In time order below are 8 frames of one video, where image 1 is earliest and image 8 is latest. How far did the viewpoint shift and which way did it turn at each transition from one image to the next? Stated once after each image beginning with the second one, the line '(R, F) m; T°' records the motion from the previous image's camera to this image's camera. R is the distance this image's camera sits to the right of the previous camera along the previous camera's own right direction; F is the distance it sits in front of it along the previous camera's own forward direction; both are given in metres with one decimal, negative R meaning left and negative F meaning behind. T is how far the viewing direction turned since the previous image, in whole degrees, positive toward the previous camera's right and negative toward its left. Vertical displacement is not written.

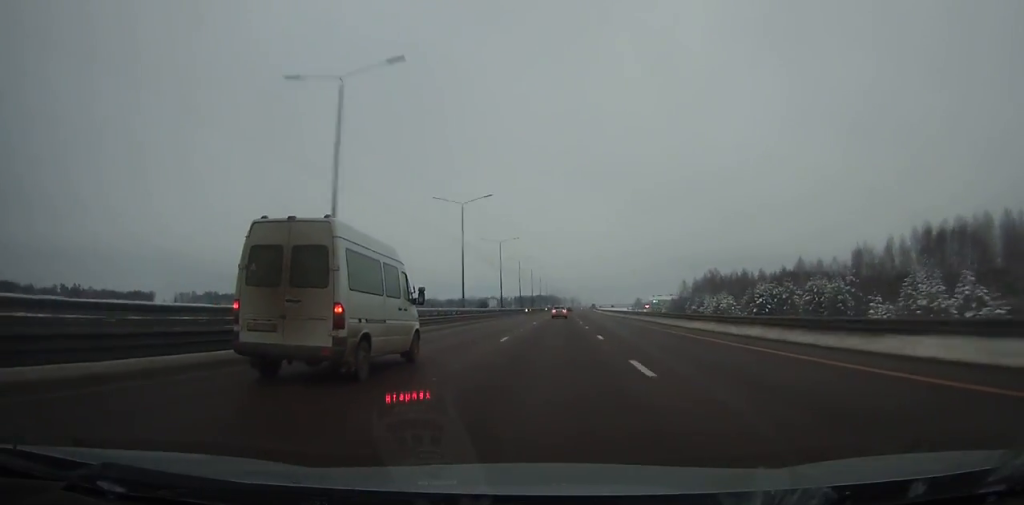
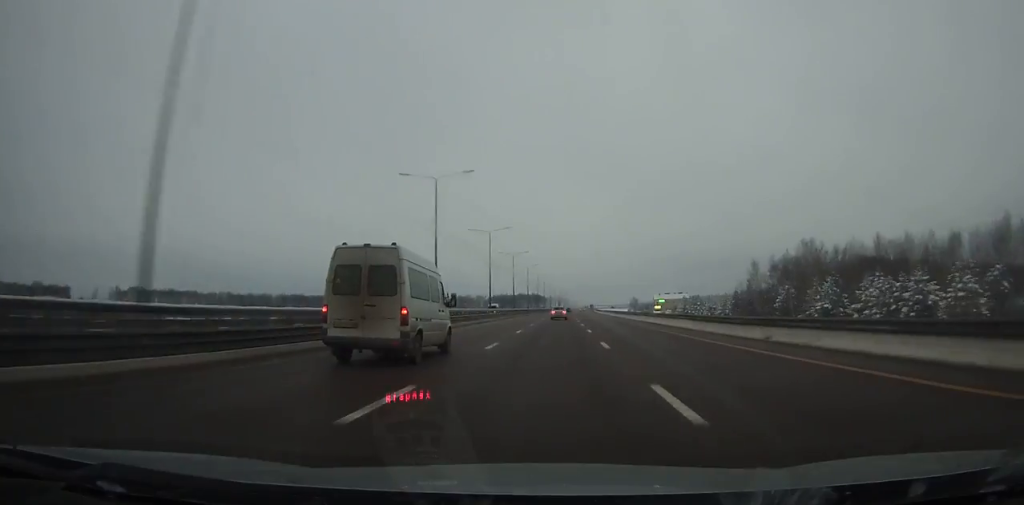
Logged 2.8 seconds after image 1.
(+1.0, +94.9) m; +1°
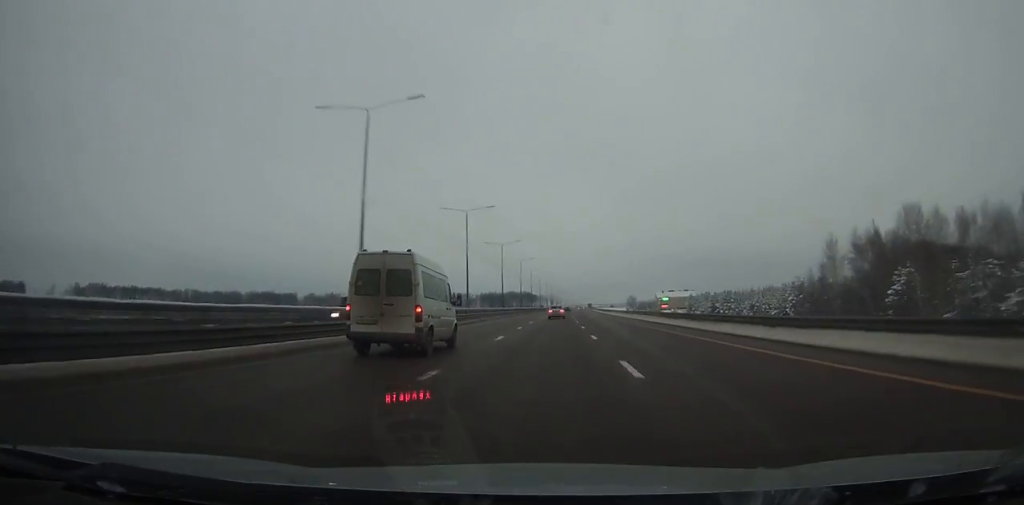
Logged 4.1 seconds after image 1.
(-0.1, +44.0) m; +1°
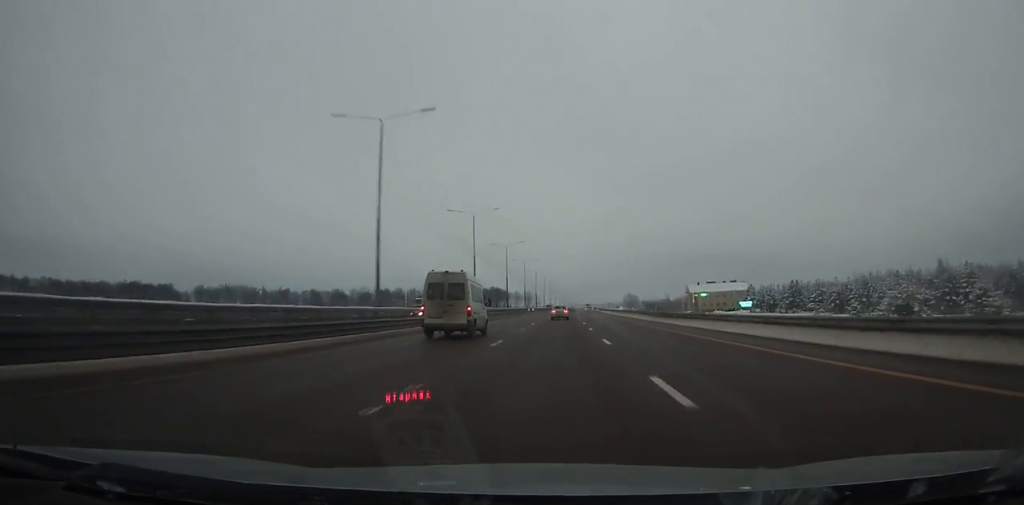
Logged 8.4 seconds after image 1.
(+3.1, +143.7) m; +2°
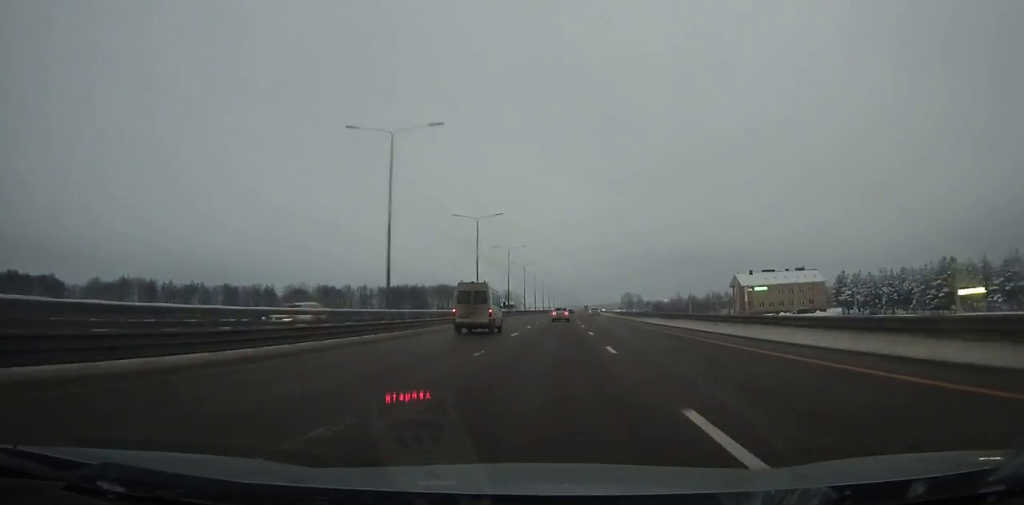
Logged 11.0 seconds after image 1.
(+1.0, +86.2) m; +1°
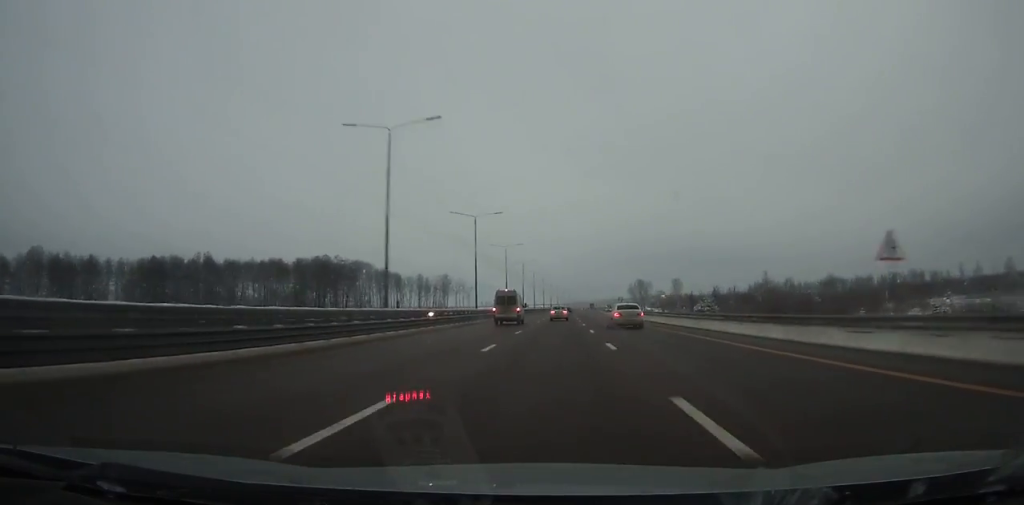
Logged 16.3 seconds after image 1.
(+2.8, +174.8) m; +2°
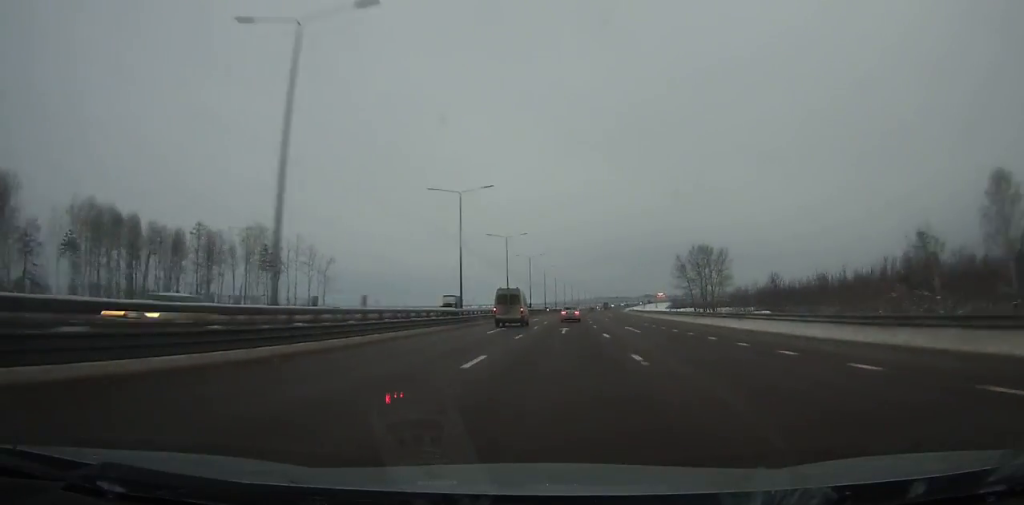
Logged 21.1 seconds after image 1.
(+3.4, +156.6) m; +3°
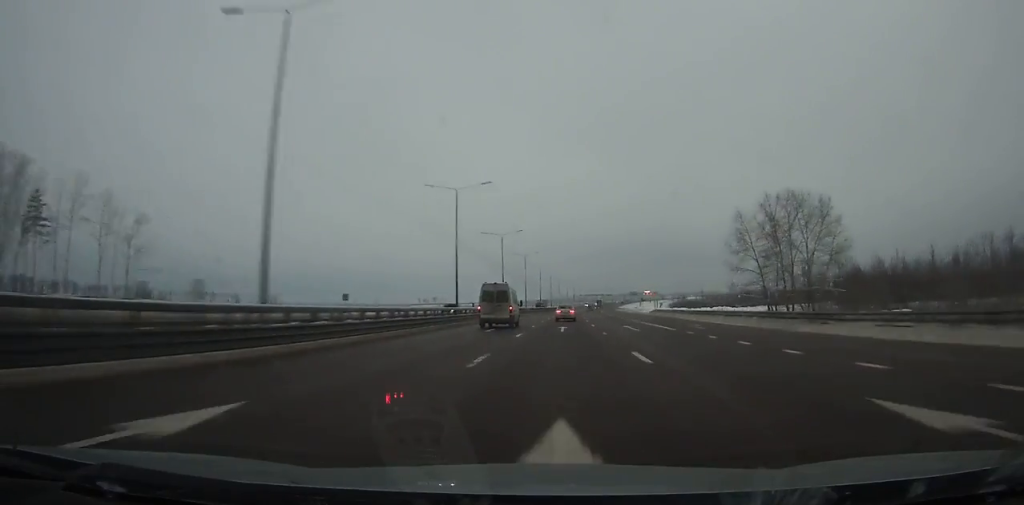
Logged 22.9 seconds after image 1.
(+0.7, +58.2) m; +2°
